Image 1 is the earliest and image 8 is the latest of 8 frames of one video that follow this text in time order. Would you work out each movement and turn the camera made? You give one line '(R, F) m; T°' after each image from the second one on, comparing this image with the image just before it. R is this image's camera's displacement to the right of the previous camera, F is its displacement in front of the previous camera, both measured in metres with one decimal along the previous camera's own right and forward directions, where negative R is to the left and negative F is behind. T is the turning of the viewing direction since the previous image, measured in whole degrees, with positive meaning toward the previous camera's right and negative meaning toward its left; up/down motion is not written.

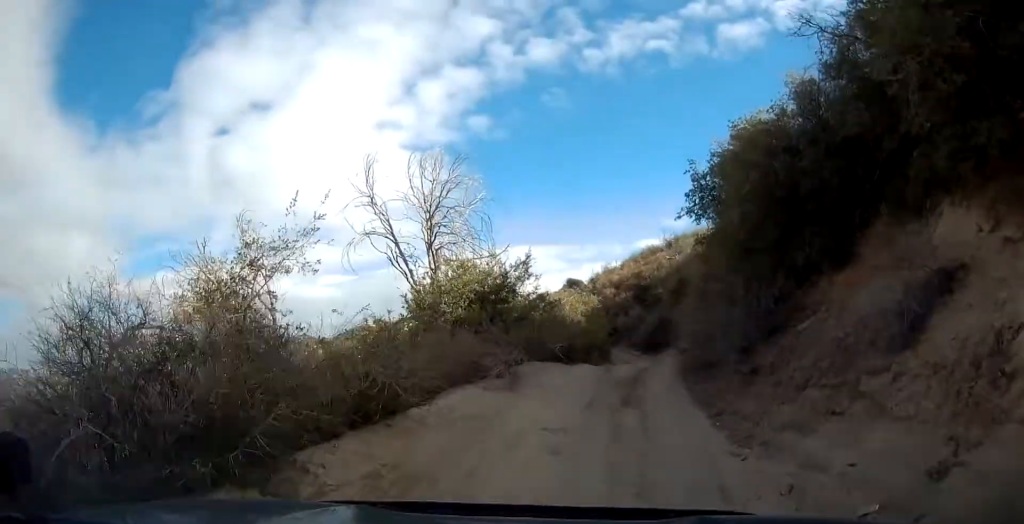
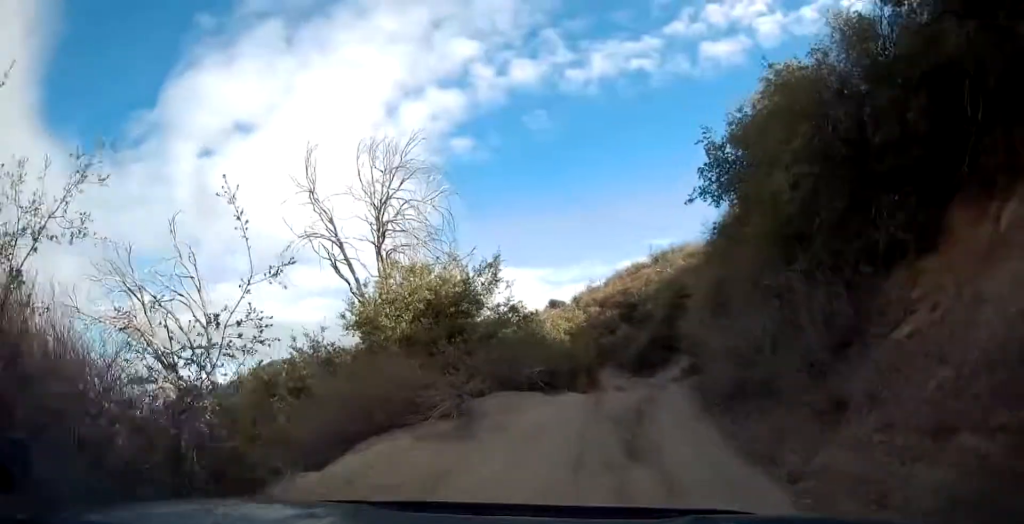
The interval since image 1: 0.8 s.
(0.0, +4.1) m; +2°
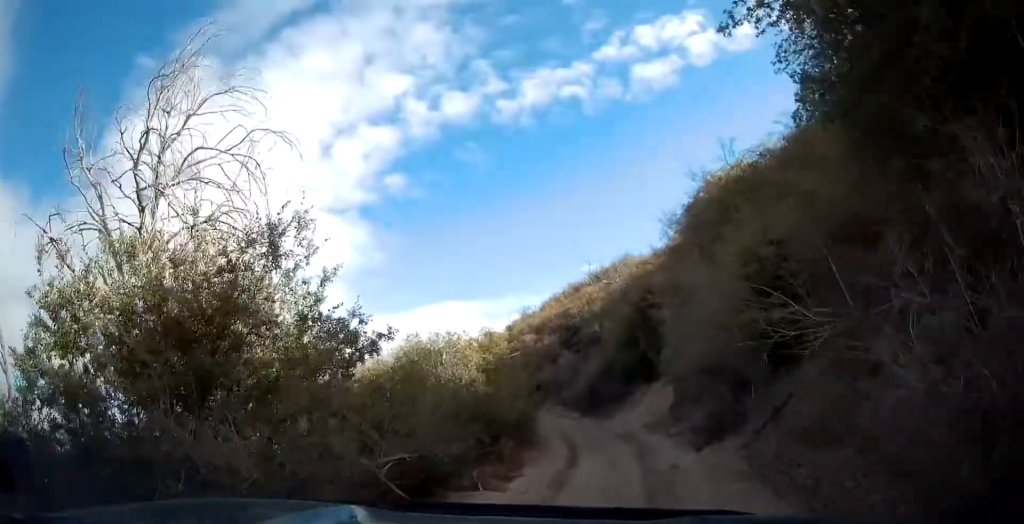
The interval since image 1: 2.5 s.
(+0.6, +7.9) m; +7°
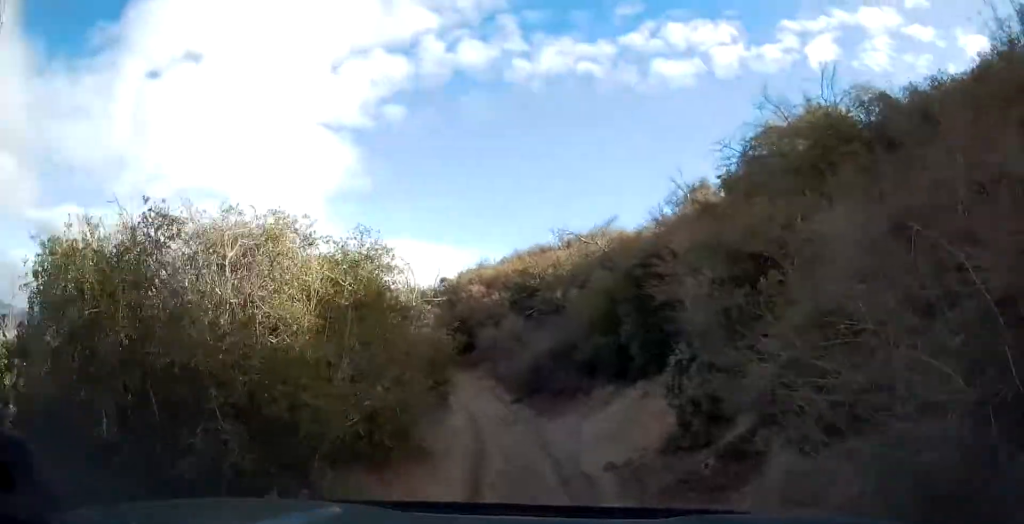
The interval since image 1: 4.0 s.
(+0.2, +7.7) m; +1°
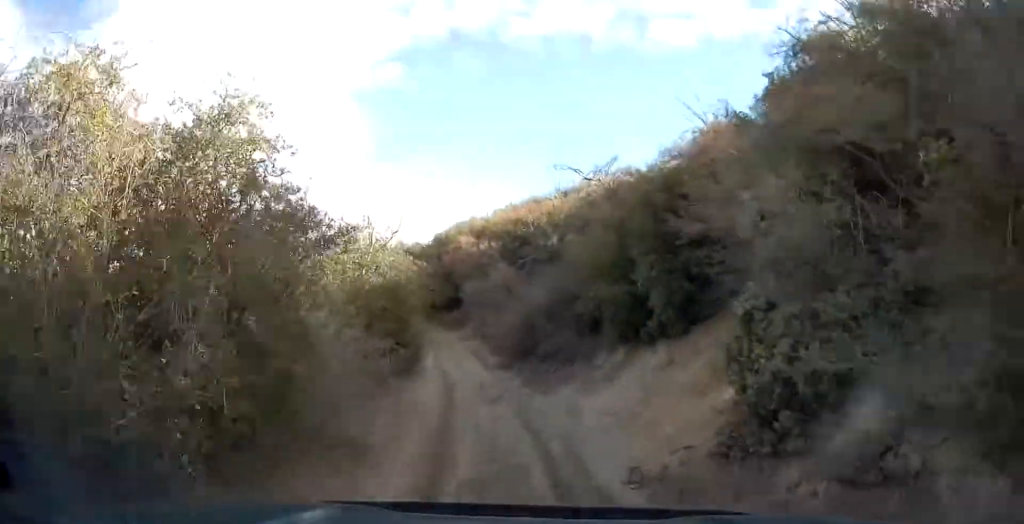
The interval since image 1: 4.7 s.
(+0.1, +3.4) m; -2°
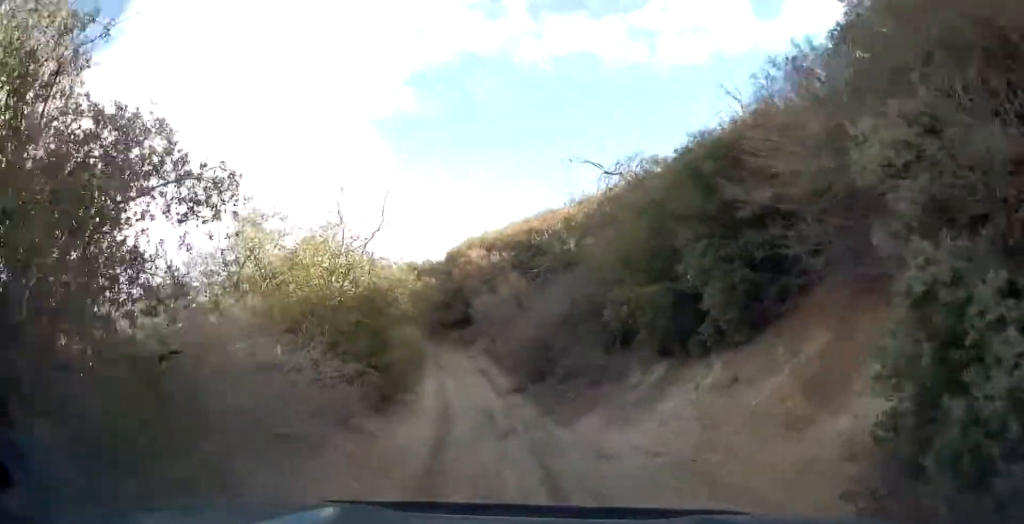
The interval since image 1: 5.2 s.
(-0.2, +2.9) m; 0°
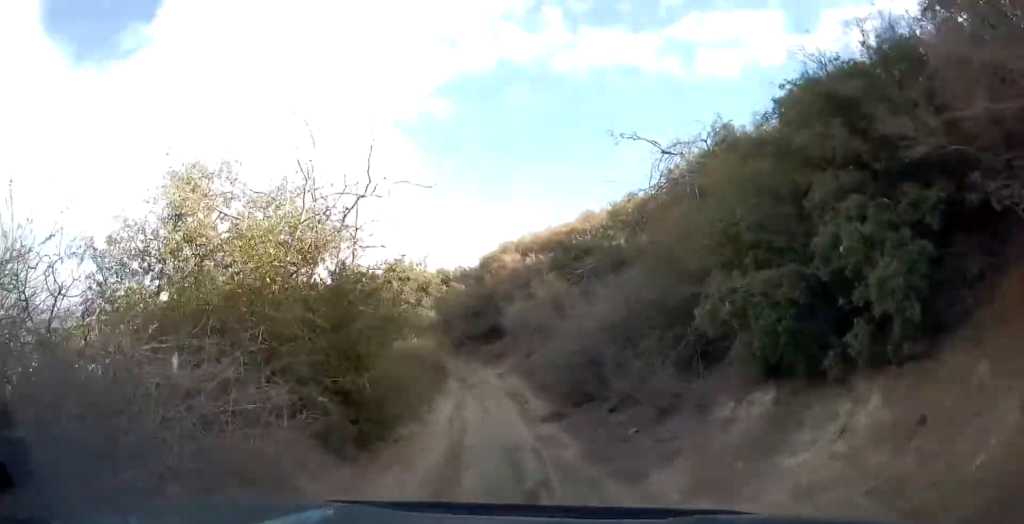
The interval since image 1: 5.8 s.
(0.0, +3.5) m; 0°
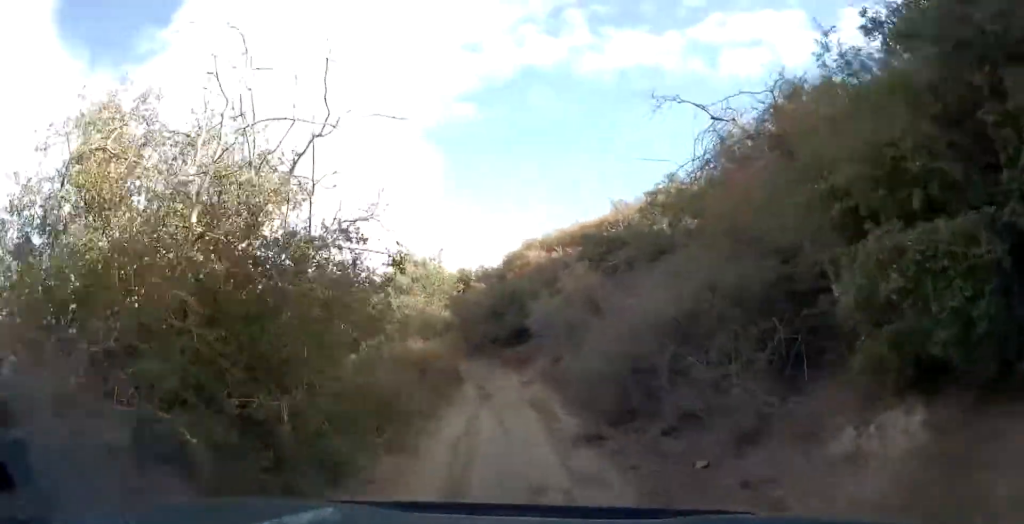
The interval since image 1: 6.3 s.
(+0.2, +2.7) m; 0°
